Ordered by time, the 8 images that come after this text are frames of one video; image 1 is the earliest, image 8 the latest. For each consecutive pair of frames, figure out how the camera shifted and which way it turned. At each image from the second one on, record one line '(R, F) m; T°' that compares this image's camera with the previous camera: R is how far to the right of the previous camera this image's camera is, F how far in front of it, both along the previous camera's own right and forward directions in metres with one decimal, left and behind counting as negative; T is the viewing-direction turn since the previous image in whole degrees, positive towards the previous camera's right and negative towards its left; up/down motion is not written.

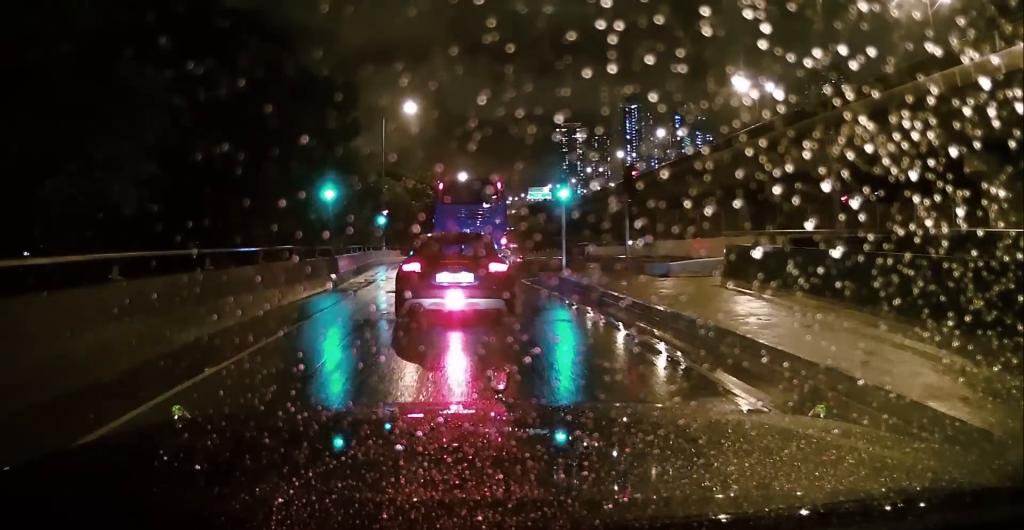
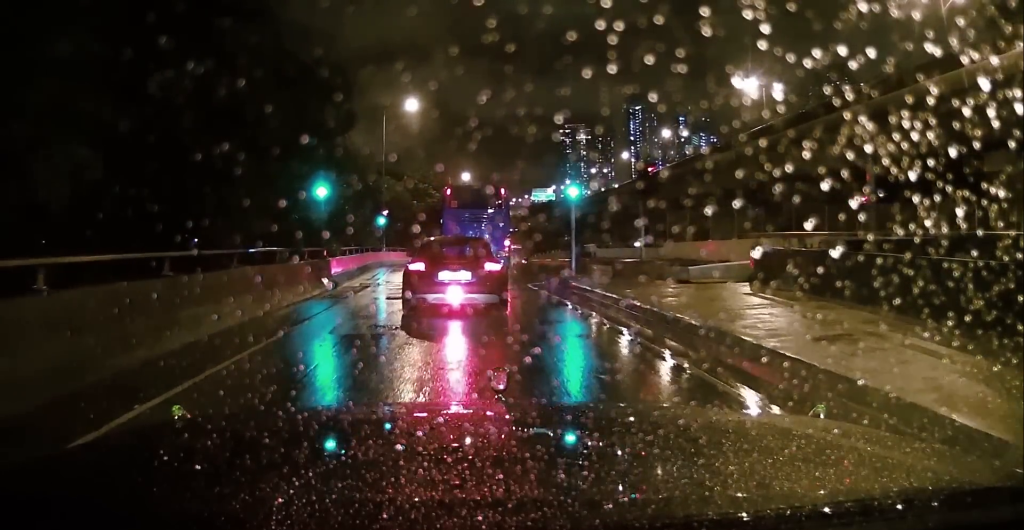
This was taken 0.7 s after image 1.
(-0.2, +1.6) m; -3°
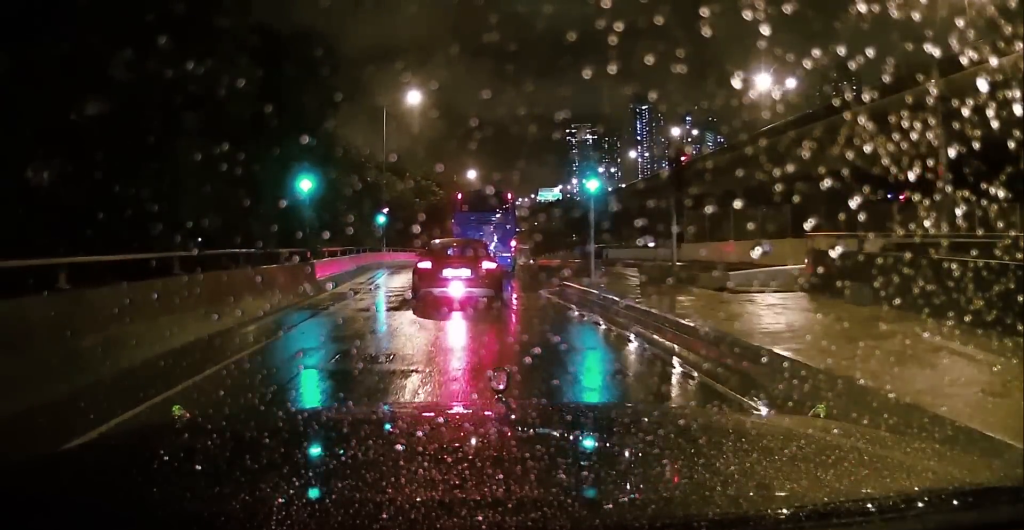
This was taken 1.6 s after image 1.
(0.0, +2.4) m; +3°
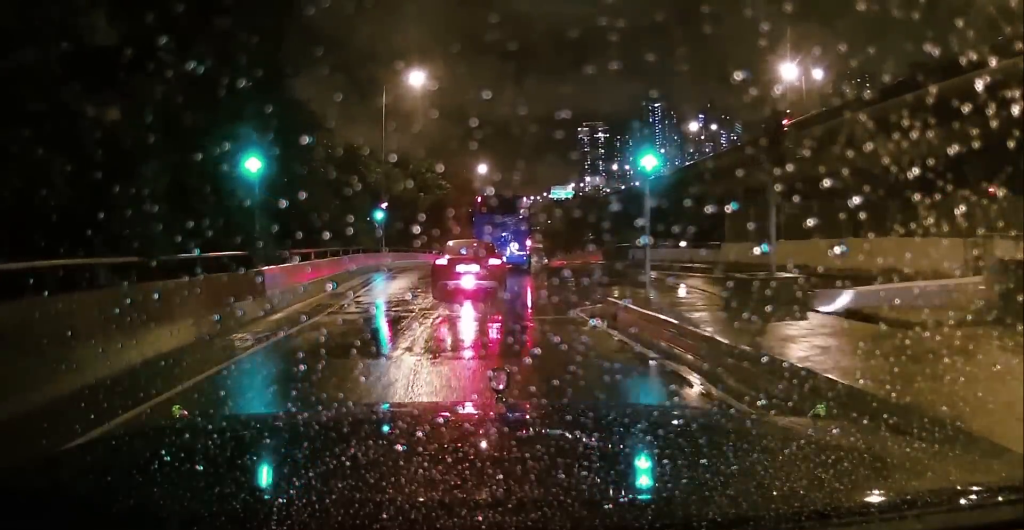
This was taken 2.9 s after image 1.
(+0.4, +4.4) m; +3°
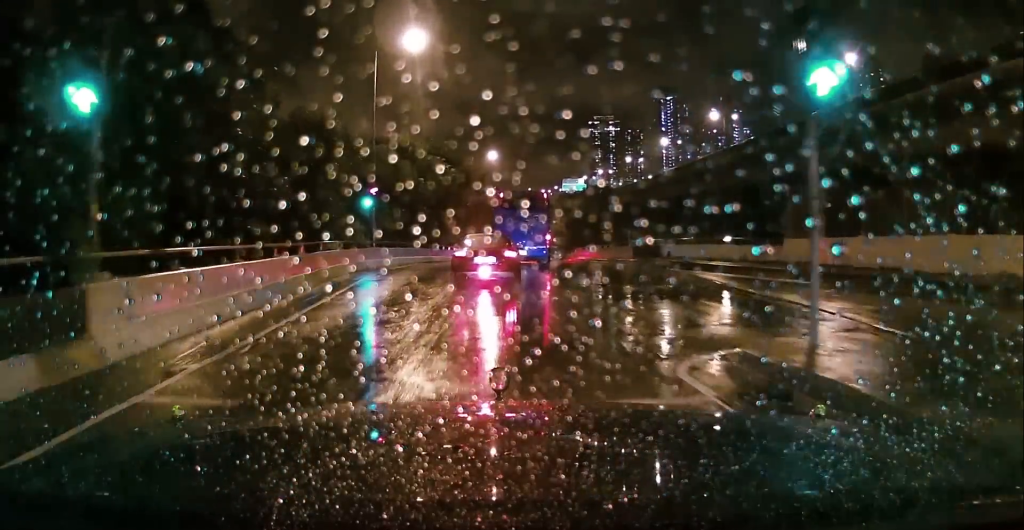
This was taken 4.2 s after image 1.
(-0.3, +6.0) m; -3°
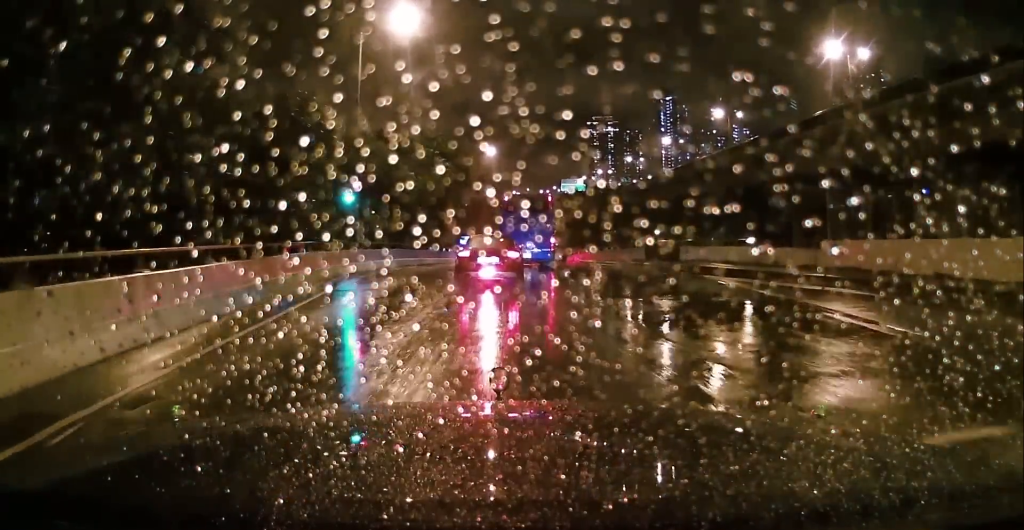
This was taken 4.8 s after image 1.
(0.0, +3.4) m; 0°
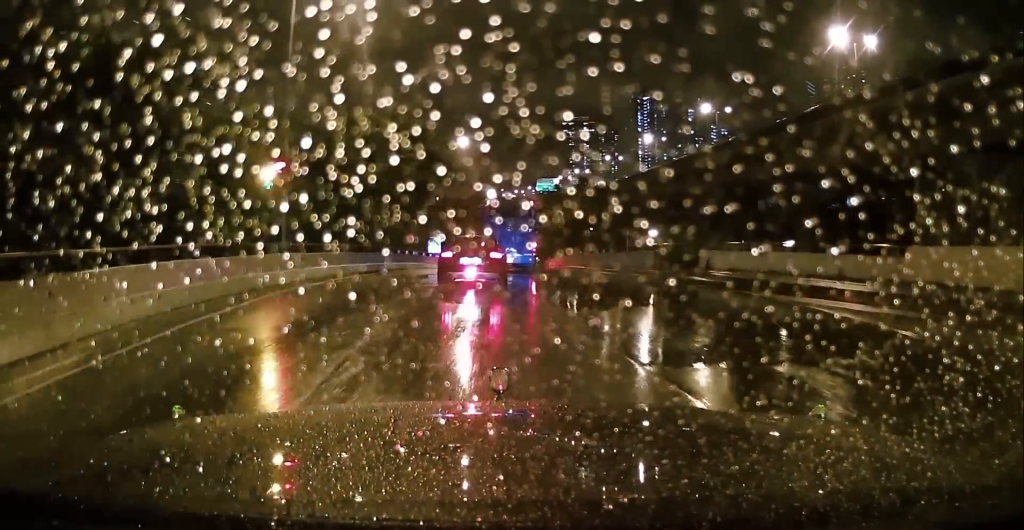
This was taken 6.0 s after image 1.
(0.0, +6.9) m; +2°
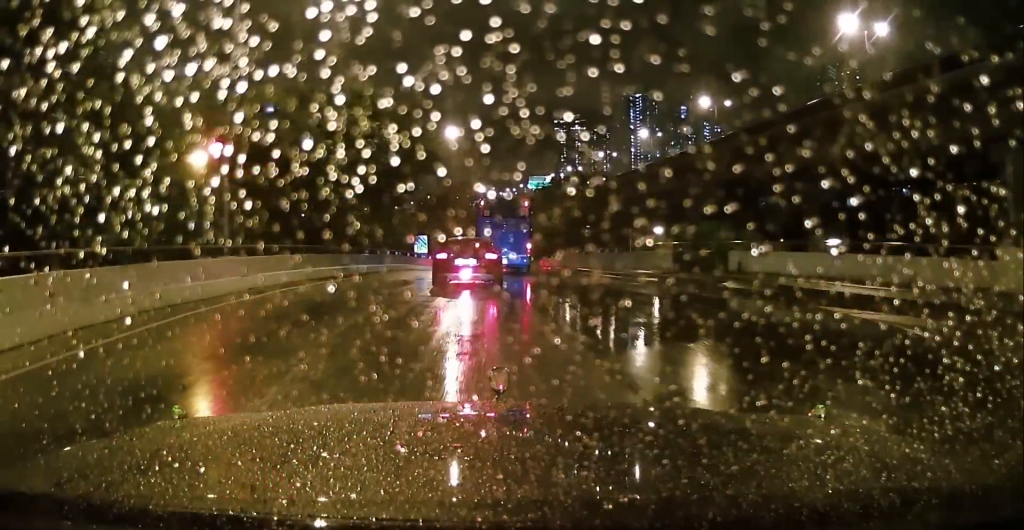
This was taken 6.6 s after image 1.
(+0.1, +4.2) m; +2°
